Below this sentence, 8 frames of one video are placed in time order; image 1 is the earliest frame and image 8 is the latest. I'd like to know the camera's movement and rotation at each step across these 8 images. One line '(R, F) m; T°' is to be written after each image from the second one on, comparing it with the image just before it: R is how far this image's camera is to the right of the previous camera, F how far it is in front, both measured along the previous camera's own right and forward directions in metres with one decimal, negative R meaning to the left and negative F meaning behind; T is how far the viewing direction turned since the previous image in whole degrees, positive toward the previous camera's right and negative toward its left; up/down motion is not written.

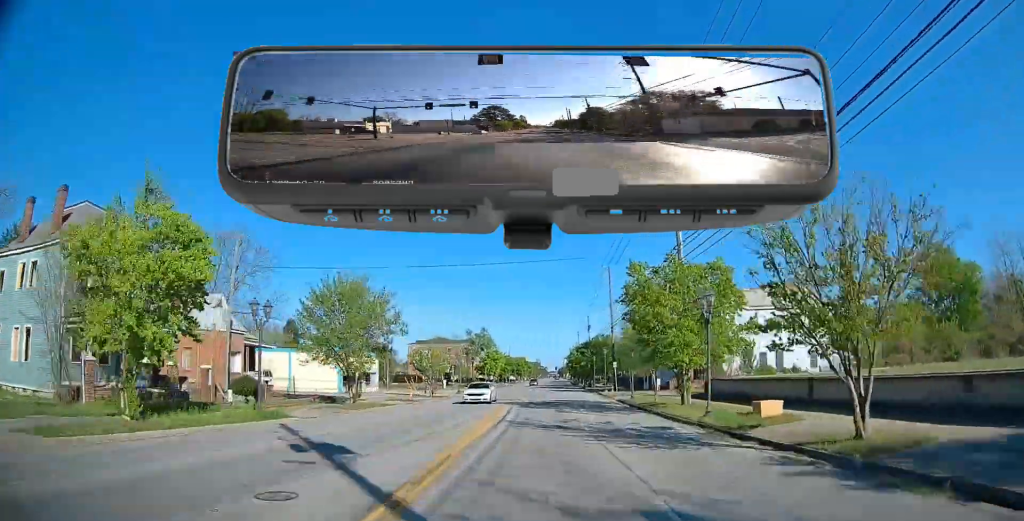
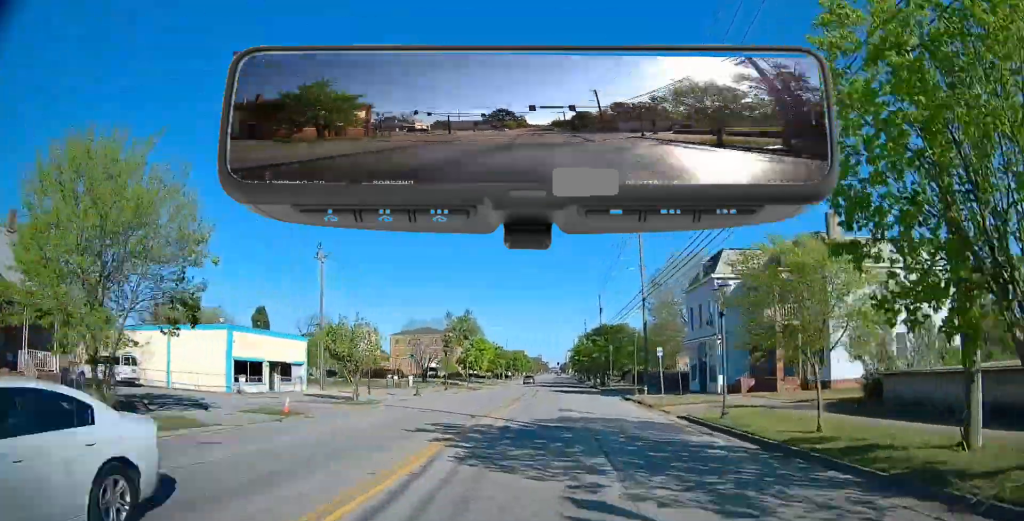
(0.0, +20.5) m; 0°
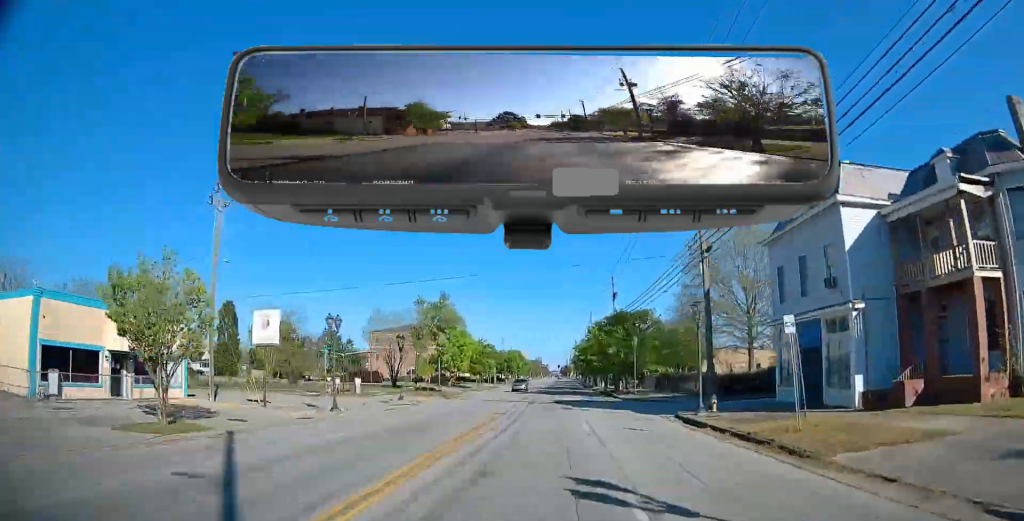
(-0.1, +17.2) m; 0°
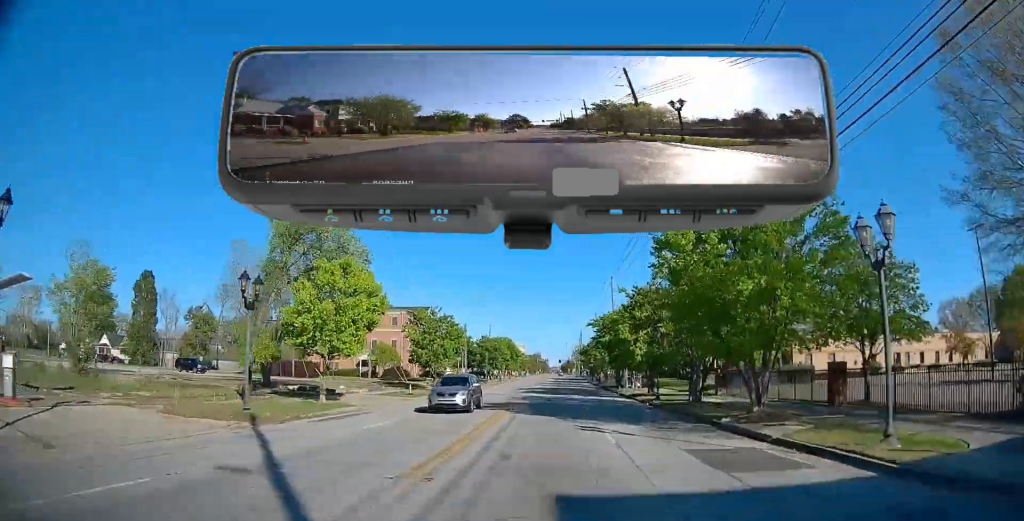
(0.0, +33.4) m; 0°
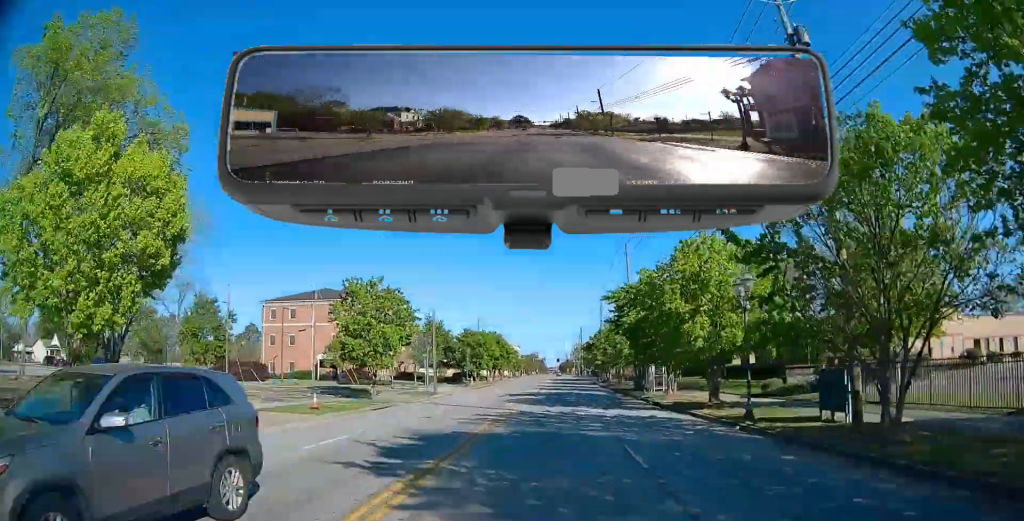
(0.0, +16.2) m; 0°
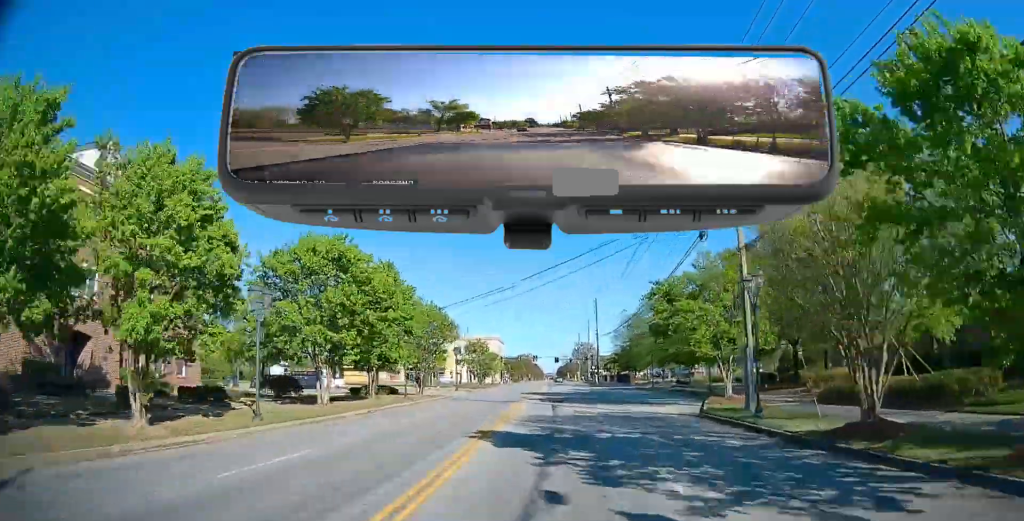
(+0.3, +65.4) m; 0°
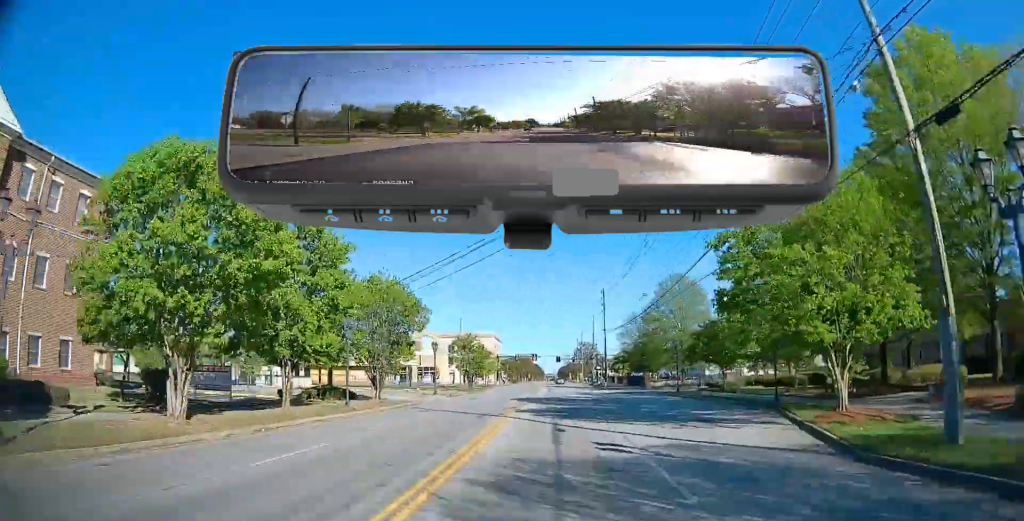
(0.0, +11.5) m; 0°
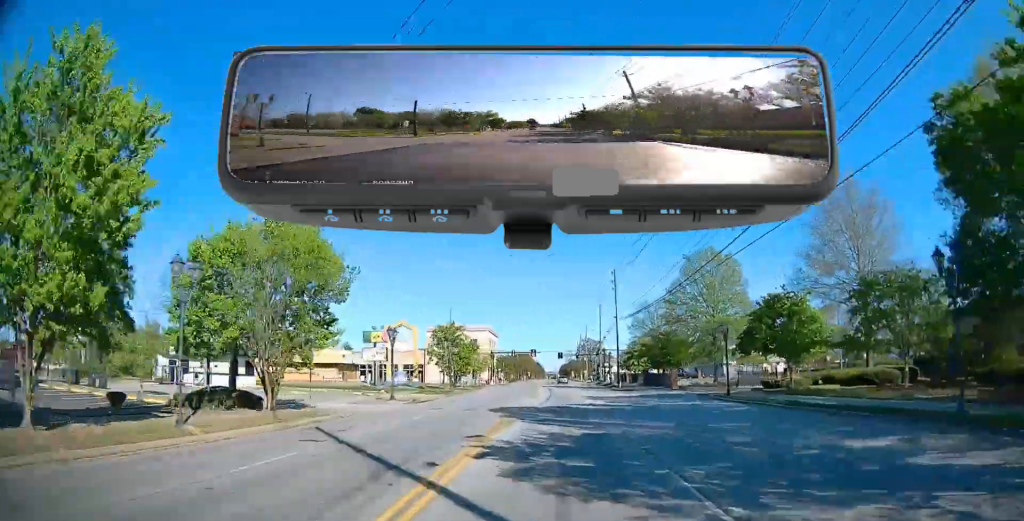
(0.0, +13.5) m; 0°
